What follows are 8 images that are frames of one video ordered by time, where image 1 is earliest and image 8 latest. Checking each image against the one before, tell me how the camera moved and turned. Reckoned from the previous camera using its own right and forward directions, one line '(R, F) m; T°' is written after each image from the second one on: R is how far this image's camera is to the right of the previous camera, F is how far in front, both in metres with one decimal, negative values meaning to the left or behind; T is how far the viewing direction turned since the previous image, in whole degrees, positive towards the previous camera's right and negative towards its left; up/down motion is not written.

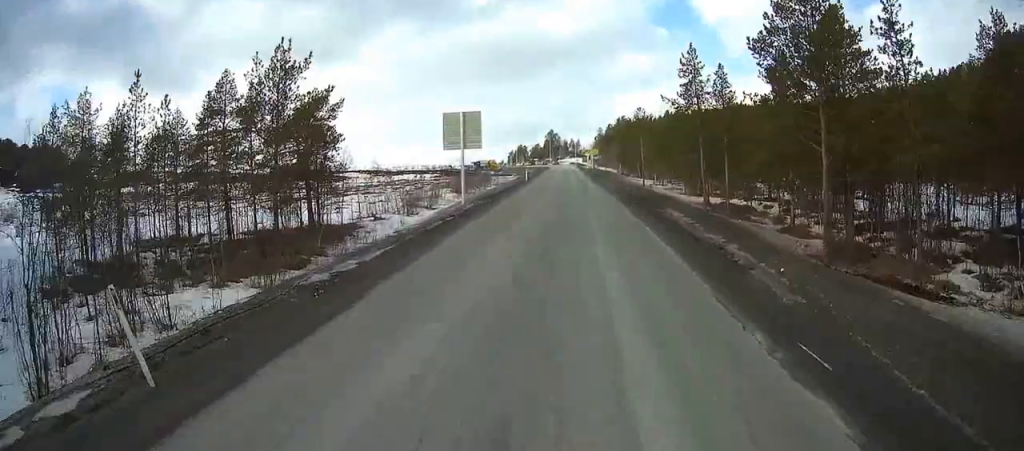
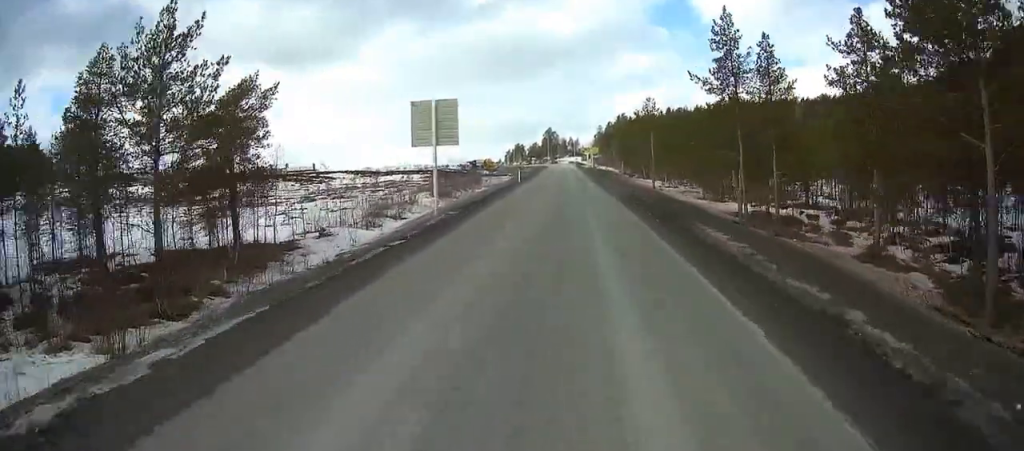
(0.0, +8.7) m; 0°
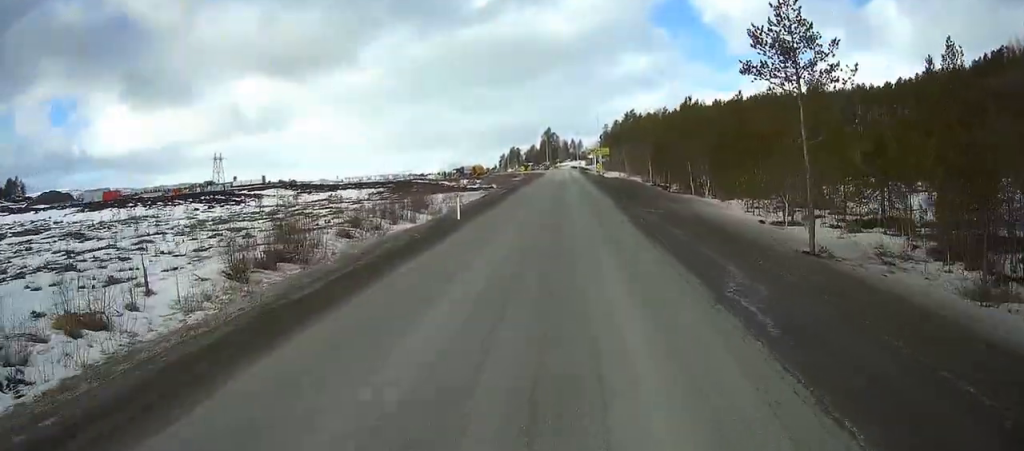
(-0.1, +35.5) m; -1°
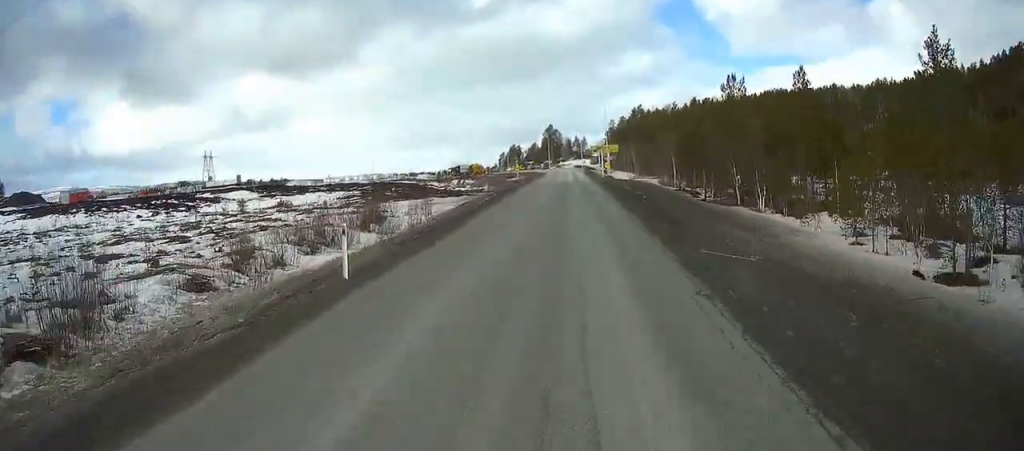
(0.0, +14.9) m; 0°
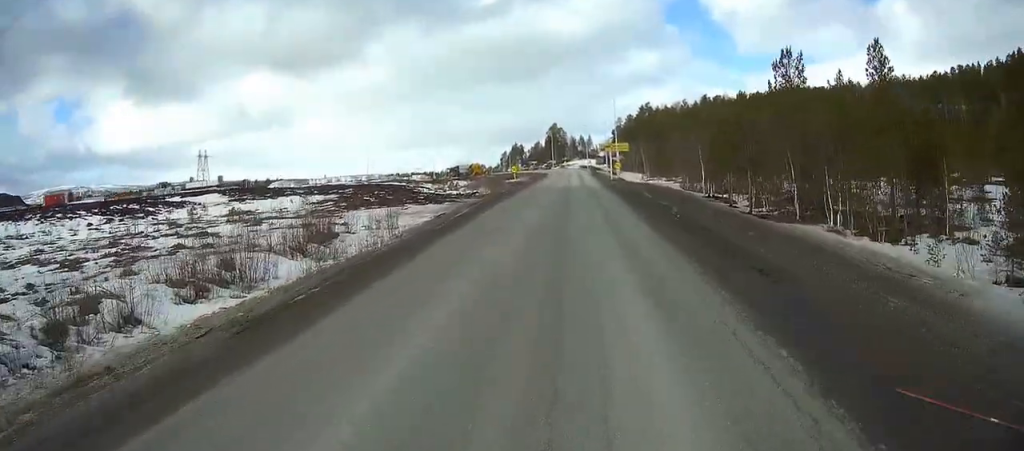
(+0.1, +10.6) m; 0°
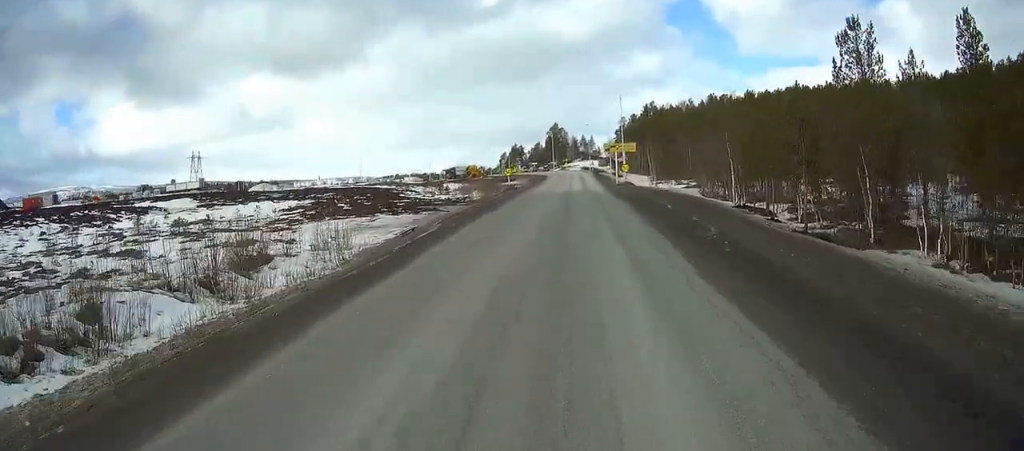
(0.0, +8.4) m; 0°
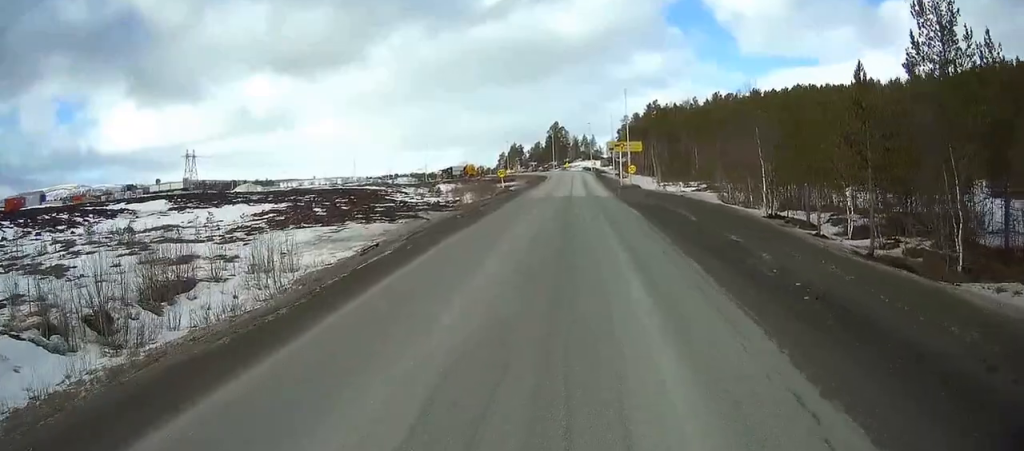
(0.0, +6.3) m; 0°
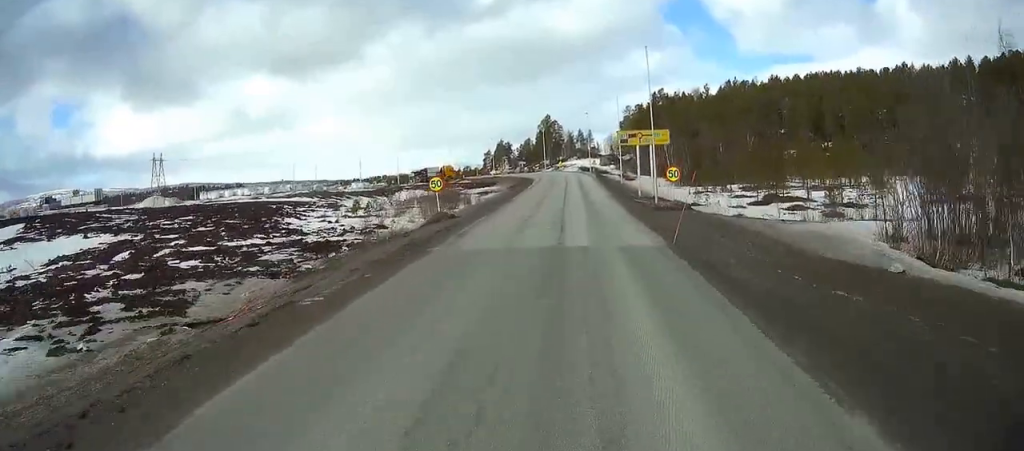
(0.0, +26.7) m; 0°
